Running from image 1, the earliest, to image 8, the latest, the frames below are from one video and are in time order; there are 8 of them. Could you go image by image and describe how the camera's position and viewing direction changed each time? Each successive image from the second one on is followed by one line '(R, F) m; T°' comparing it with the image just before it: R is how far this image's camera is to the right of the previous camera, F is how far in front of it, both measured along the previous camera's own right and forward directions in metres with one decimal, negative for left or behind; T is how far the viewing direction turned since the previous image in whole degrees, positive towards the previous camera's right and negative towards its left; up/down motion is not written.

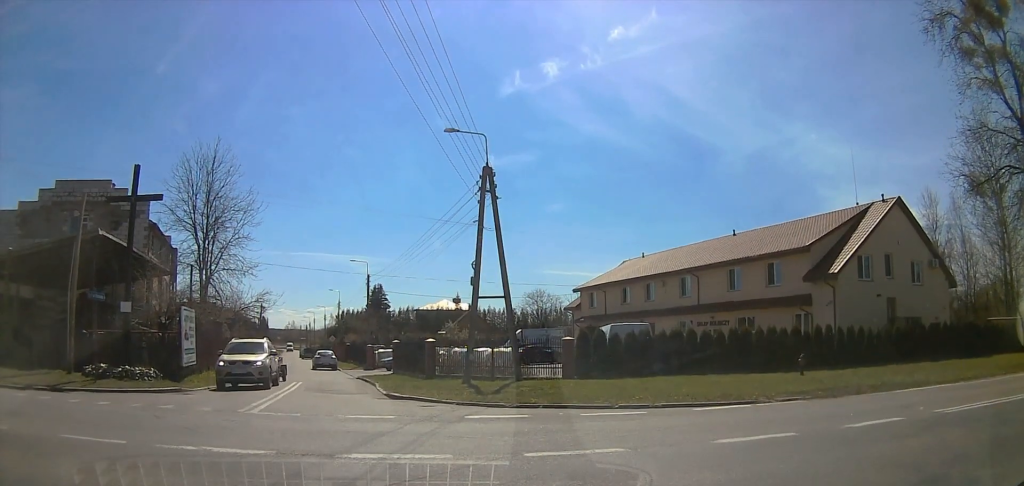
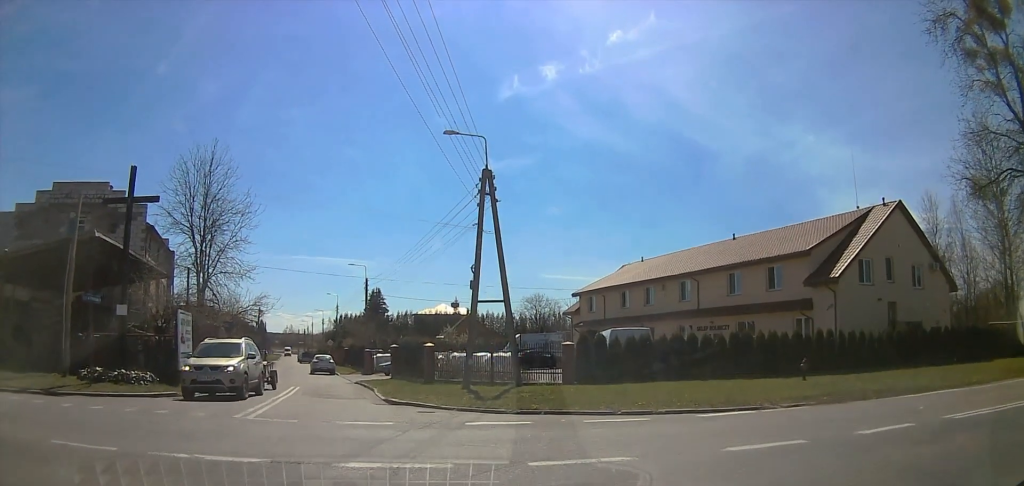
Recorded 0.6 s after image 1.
(0.0, +1.2) m; 0°
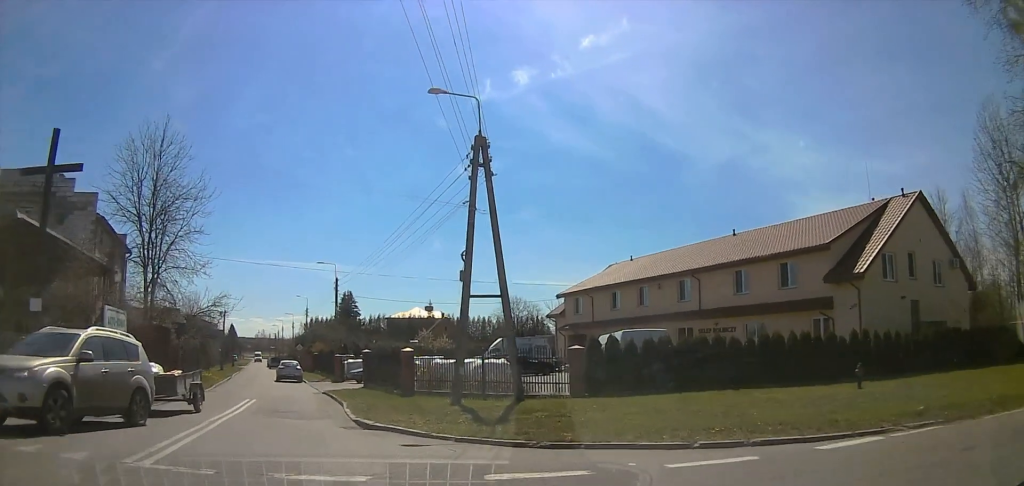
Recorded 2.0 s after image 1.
(0.0, +3.1) m; 0°
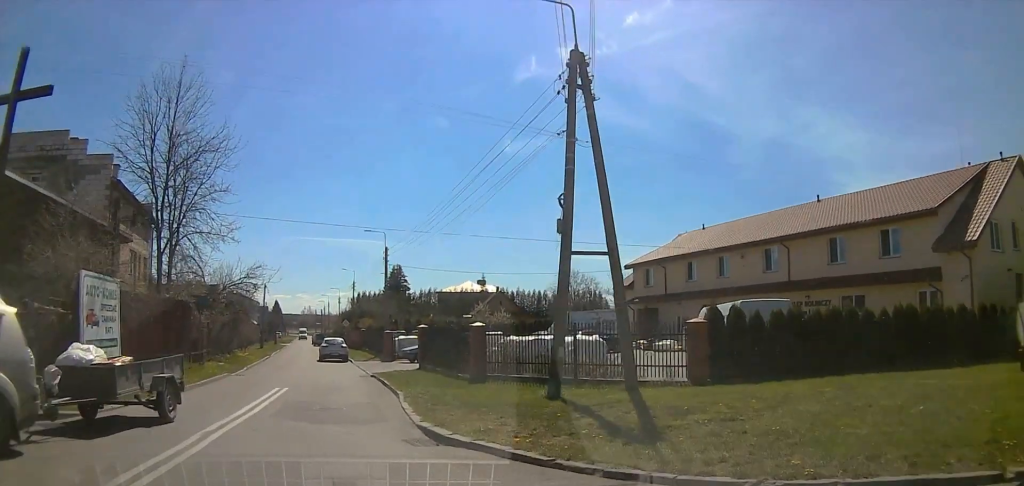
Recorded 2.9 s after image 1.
(0.0, +2.4) m; 0°
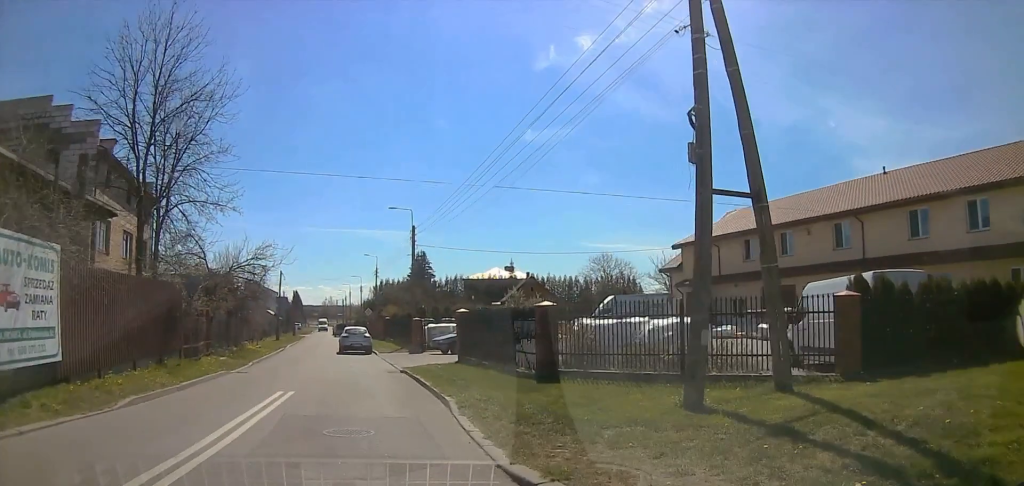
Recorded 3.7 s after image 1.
(0.0, +2.7) m; 0°
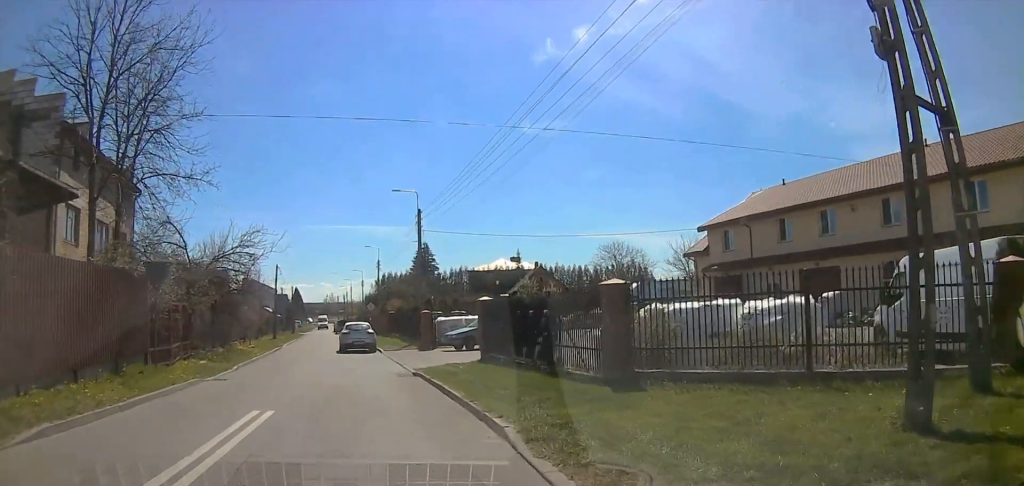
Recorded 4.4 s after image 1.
(0.0, +2.7) m; 0°
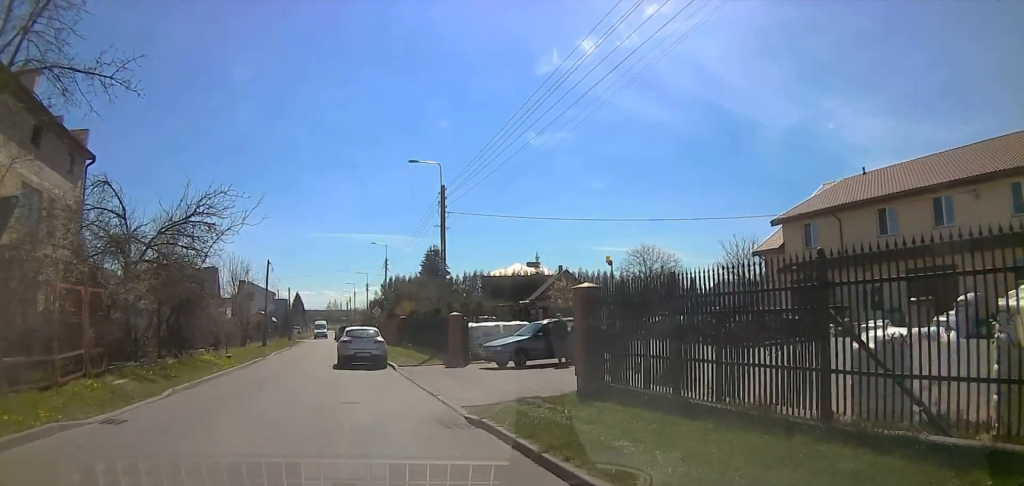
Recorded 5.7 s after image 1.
(0.0, +6.3) m; 0°
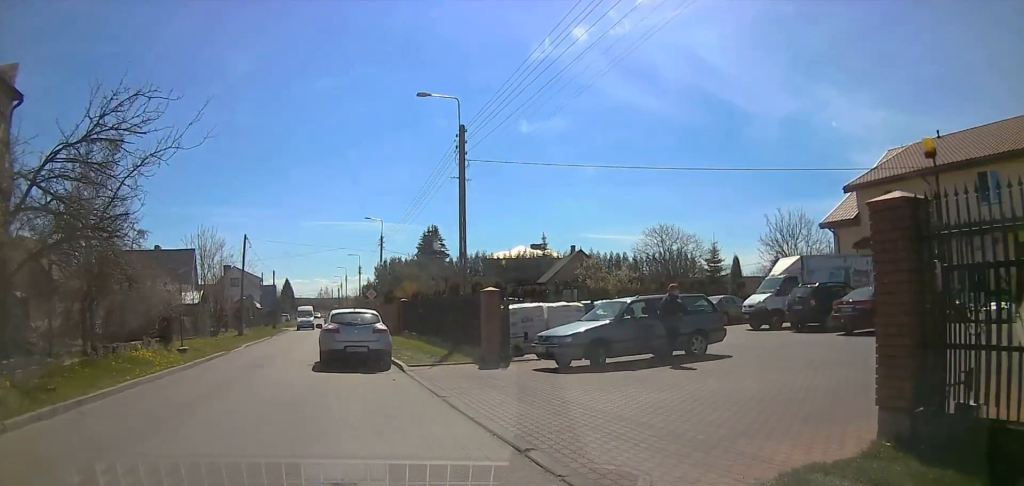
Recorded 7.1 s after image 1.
(0.0, +7.5) m; 0°
